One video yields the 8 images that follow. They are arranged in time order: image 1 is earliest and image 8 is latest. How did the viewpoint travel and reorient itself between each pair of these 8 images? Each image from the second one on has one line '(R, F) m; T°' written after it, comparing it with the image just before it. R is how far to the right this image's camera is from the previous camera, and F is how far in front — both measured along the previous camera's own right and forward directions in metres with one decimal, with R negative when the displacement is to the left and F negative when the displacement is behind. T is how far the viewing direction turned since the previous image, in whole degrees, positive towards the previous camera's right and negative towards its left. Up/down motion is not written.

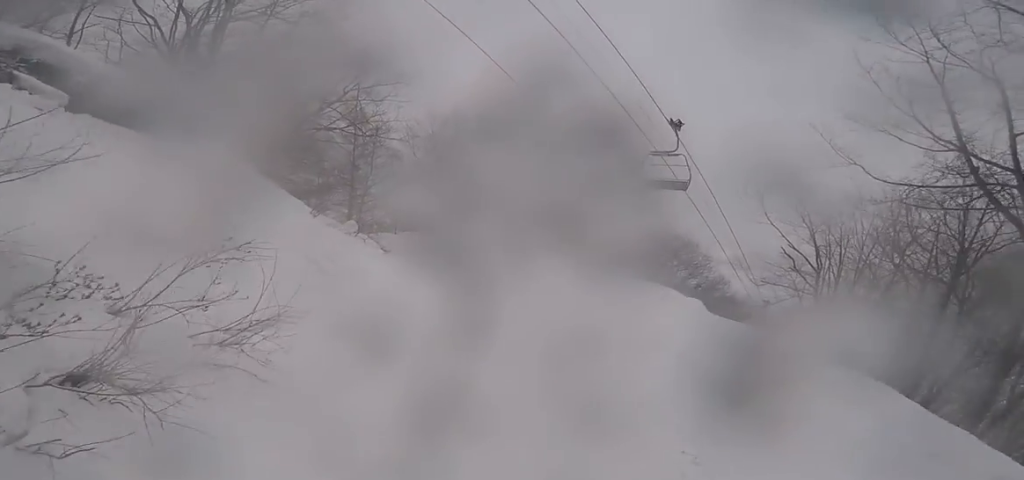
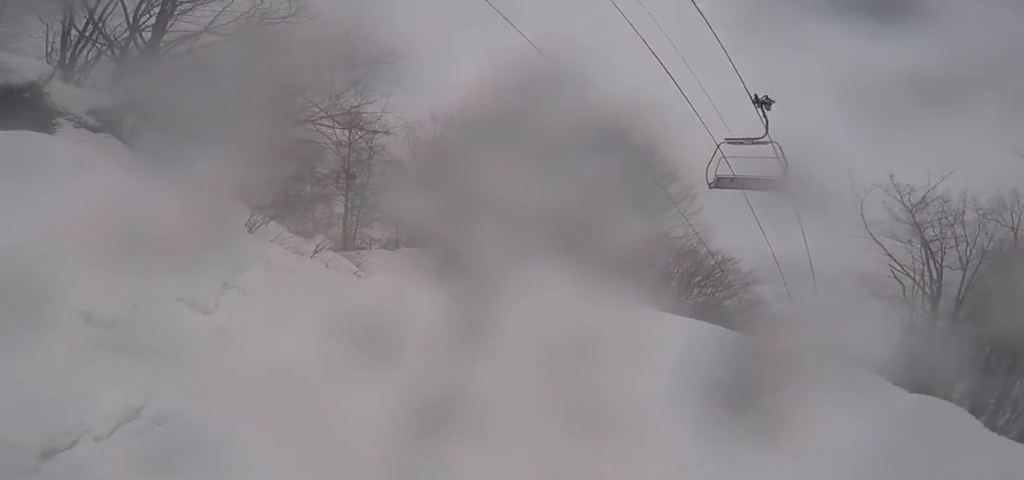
(-0.8, +4.9) m; 0°
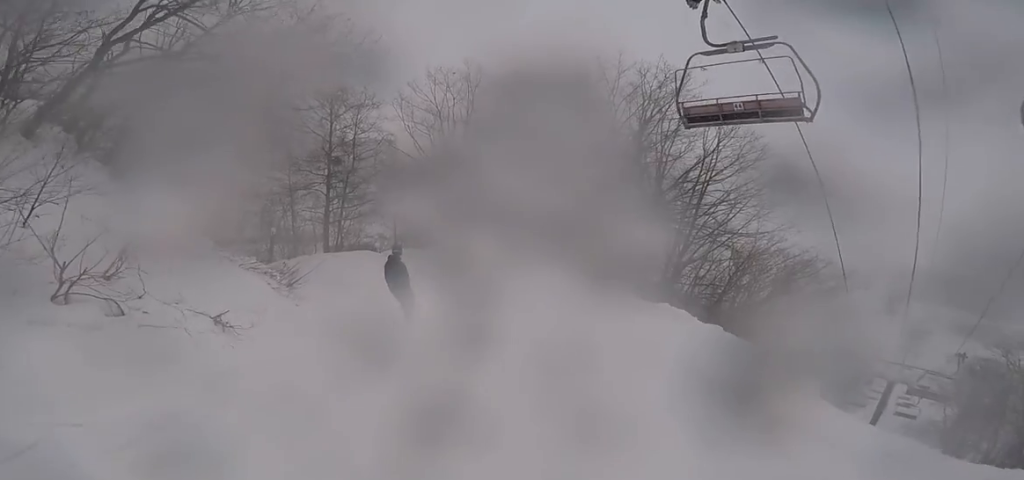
(+1.0, +7.8) m; +7°
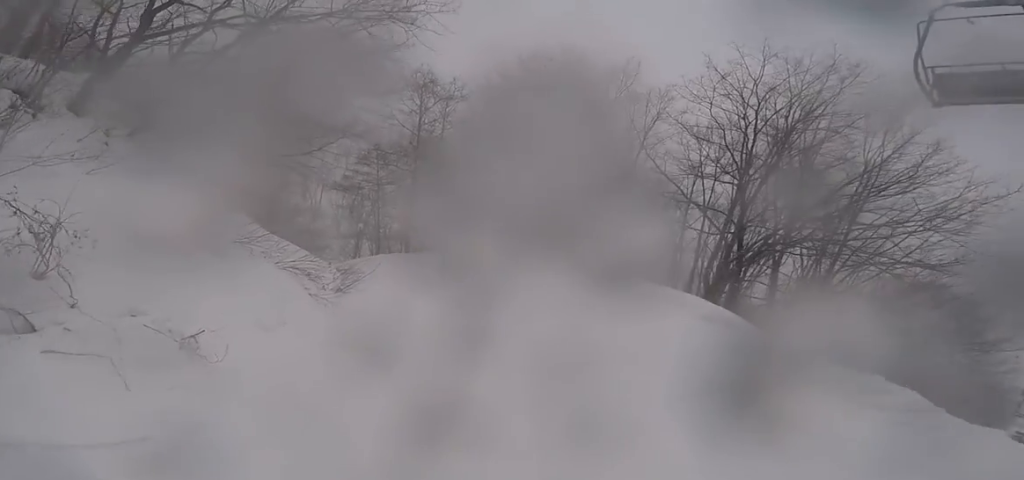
(+0.1, +2.5) m; -7°
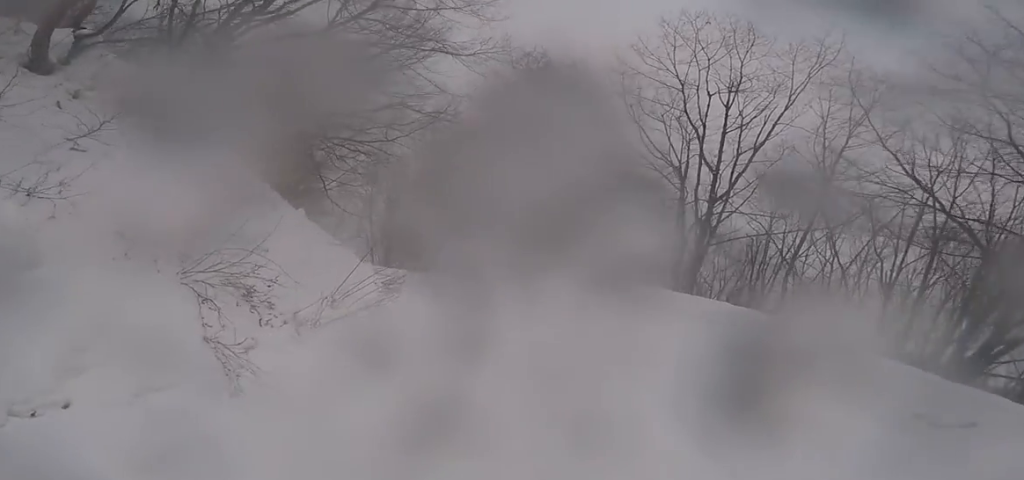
(-0.5, +4.8) m; -18°
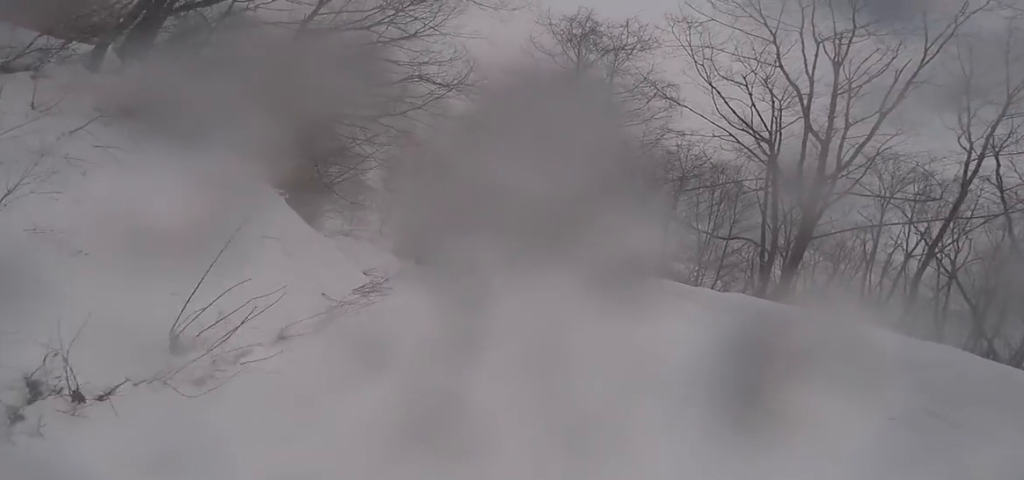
(-0.5, +3.5) m; -16°
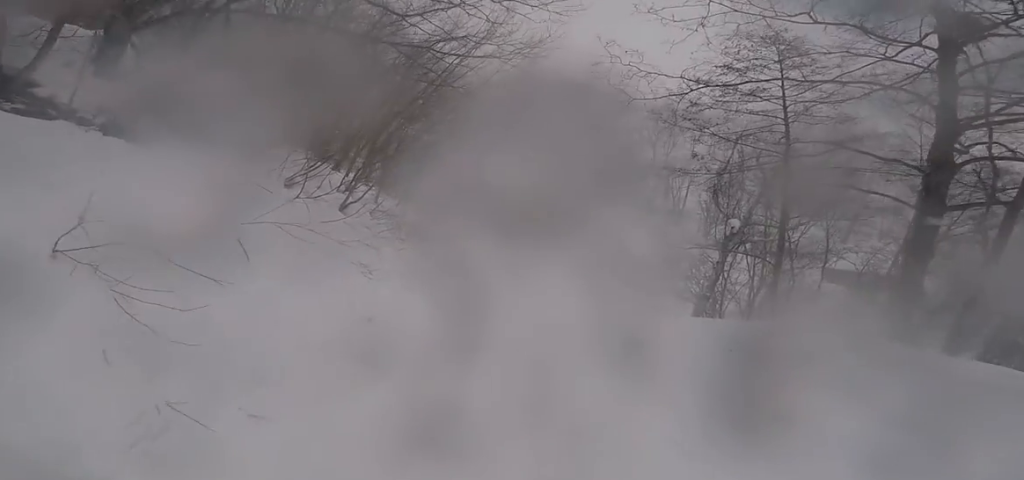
(-2.3, +11.1) m; -14°
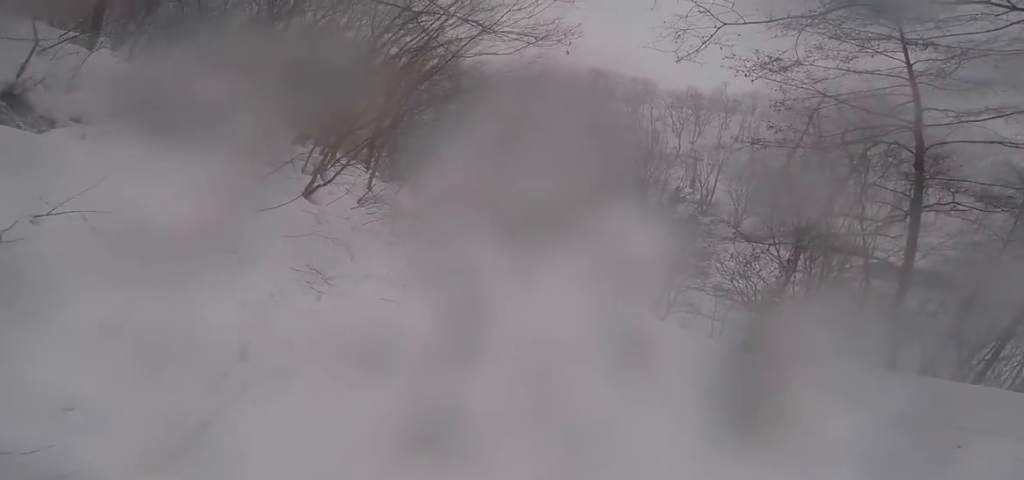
(+0.1, +3.6) m; -7°
